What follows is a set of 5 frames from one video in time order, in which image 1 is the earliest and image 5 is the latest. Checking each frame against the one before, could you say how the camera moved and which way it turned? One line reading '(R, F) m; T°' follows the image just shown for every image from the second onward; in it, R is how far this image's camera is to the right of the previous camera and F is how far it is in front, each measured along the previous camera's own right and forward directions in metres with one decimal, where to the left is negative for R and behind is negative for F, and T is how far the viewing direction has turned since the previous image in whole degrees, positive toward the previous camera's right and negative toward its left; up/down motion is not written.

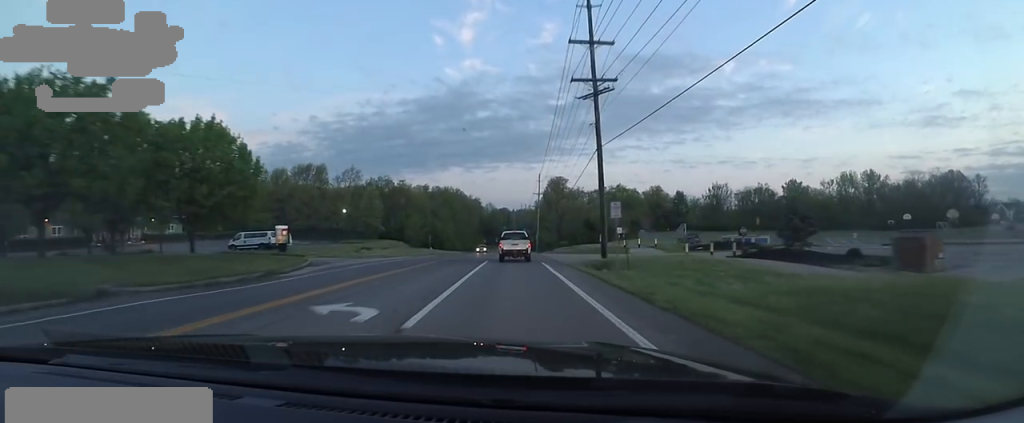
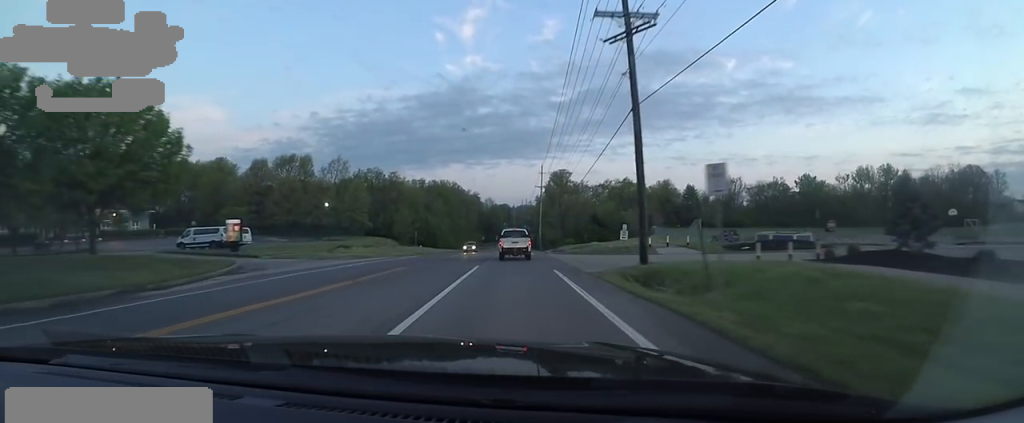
(0.0, +9.0) m; 0°
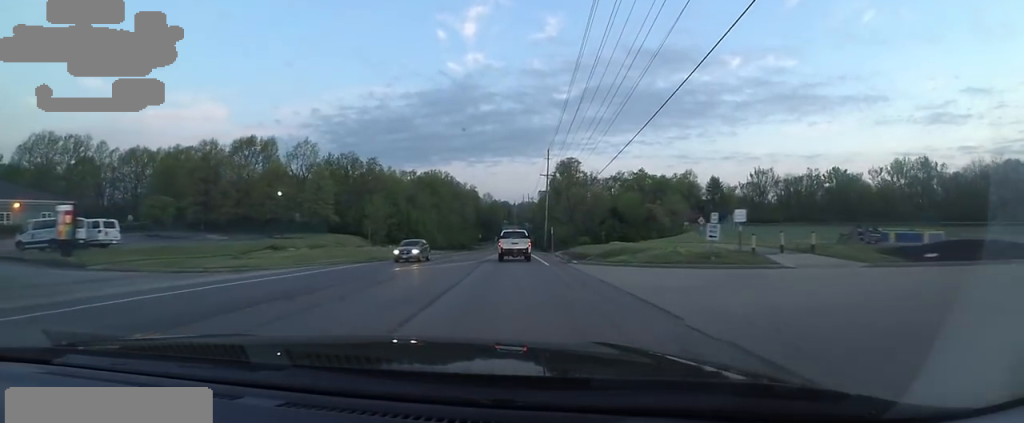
(+0.4, +17.6) m; -2°
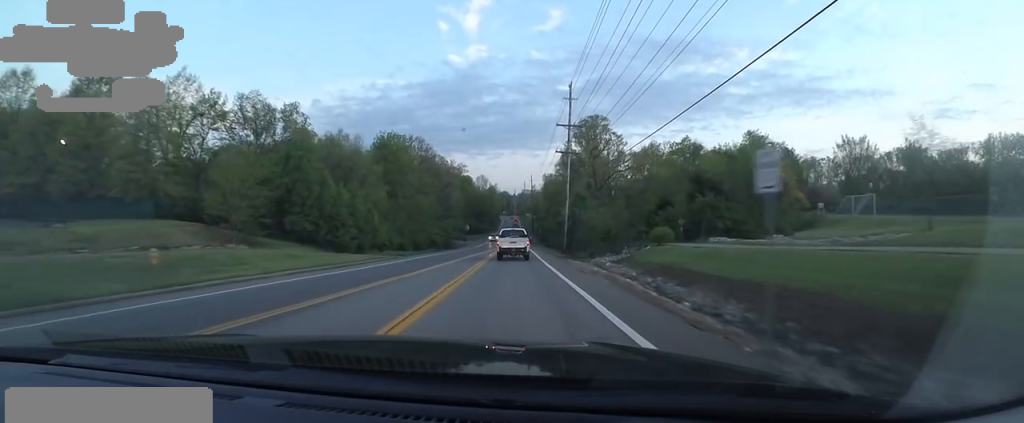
(+0.2, +35.6) m; +2°
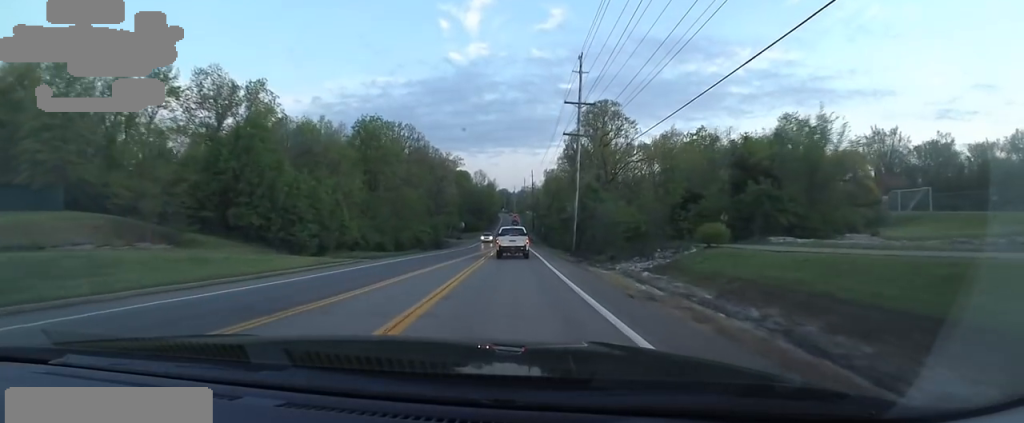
(-0.3, +8.6) m; -1°
